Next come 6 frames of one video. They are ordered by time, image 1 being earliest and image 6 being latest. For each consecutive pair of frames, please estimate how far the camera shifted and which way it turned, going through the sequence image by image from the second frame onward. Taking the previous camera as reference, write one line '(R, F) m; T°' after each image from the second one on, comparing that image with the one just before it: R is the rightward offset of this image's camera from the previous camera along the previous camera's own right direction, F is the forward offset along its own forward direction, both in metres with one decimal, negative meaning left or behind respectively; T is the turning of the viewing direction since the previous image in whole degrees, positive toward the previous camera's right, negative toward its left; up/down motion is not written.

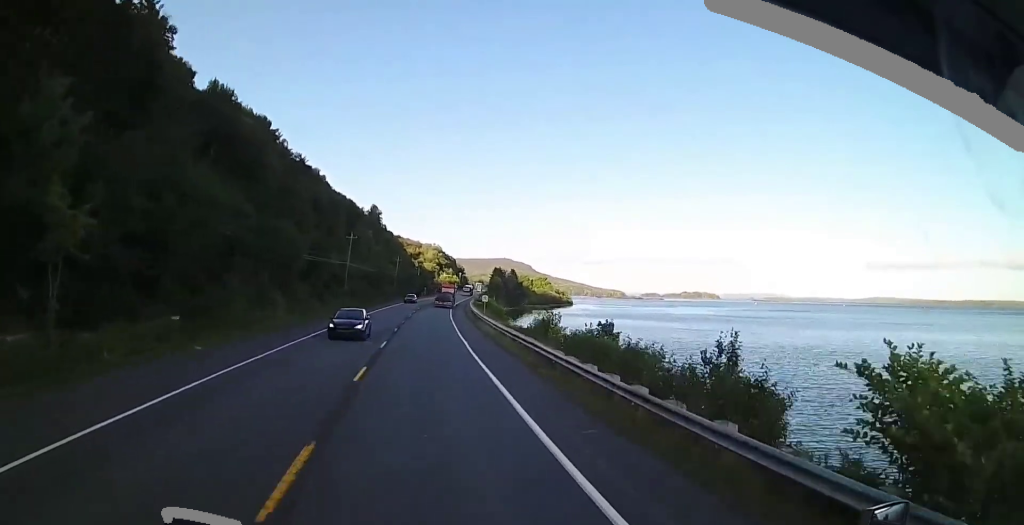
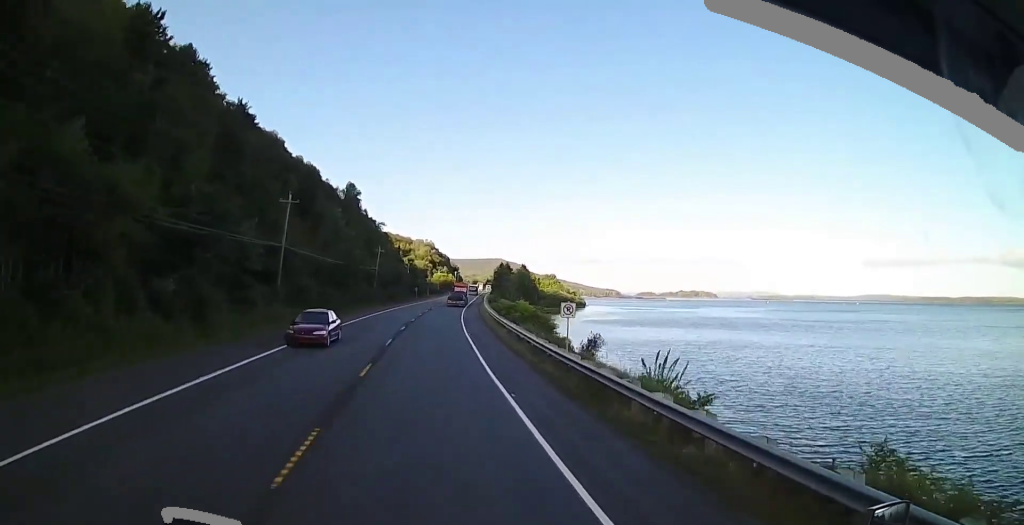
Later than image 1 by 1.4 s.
(+0.9, +36.1) m; +1°
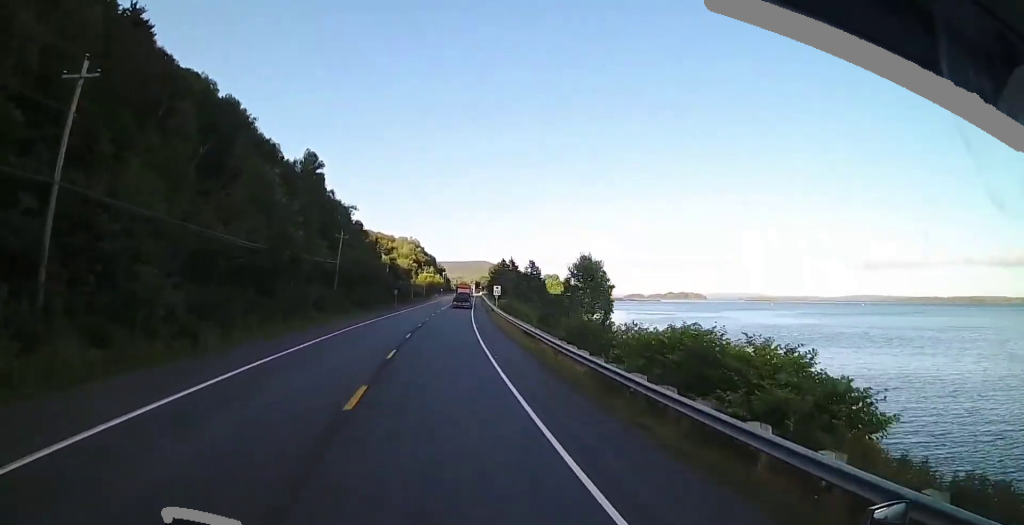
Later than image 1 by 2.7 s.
(-0.1, +32.0) m; 0°
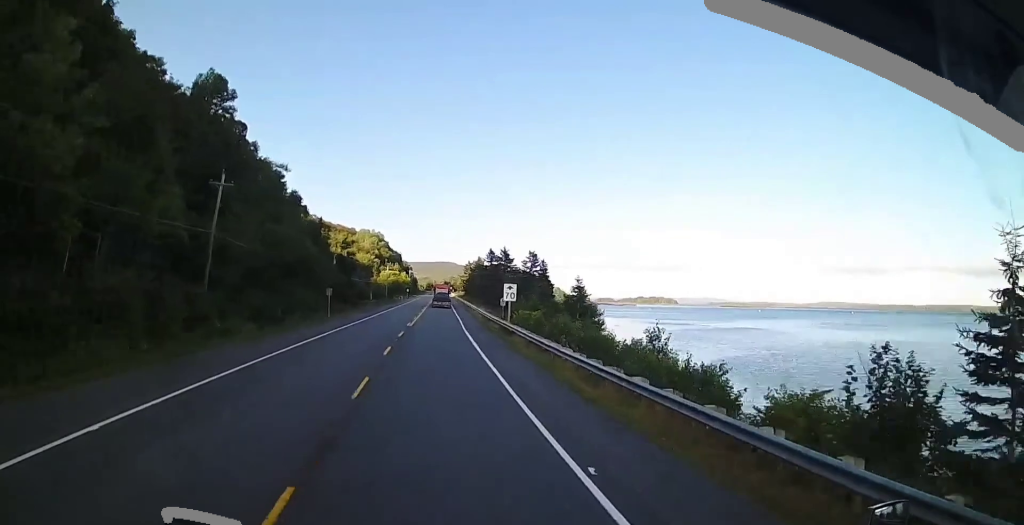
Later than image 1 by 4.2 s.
(0.0, +35.5) m; 0°
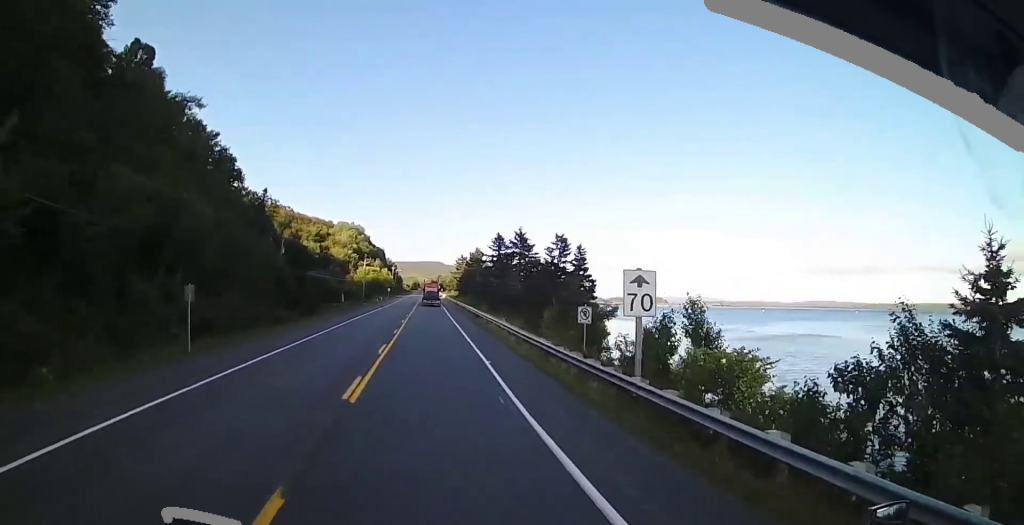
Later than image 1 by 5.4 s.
(0.0, +27.8) m; +1°
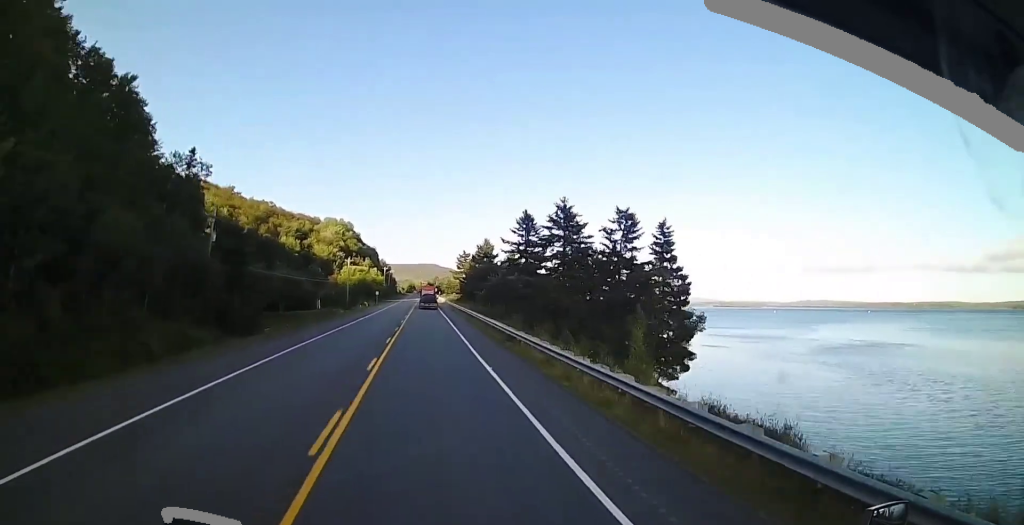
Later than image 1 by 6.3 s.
(+0.4, +22.4) m; +3°
